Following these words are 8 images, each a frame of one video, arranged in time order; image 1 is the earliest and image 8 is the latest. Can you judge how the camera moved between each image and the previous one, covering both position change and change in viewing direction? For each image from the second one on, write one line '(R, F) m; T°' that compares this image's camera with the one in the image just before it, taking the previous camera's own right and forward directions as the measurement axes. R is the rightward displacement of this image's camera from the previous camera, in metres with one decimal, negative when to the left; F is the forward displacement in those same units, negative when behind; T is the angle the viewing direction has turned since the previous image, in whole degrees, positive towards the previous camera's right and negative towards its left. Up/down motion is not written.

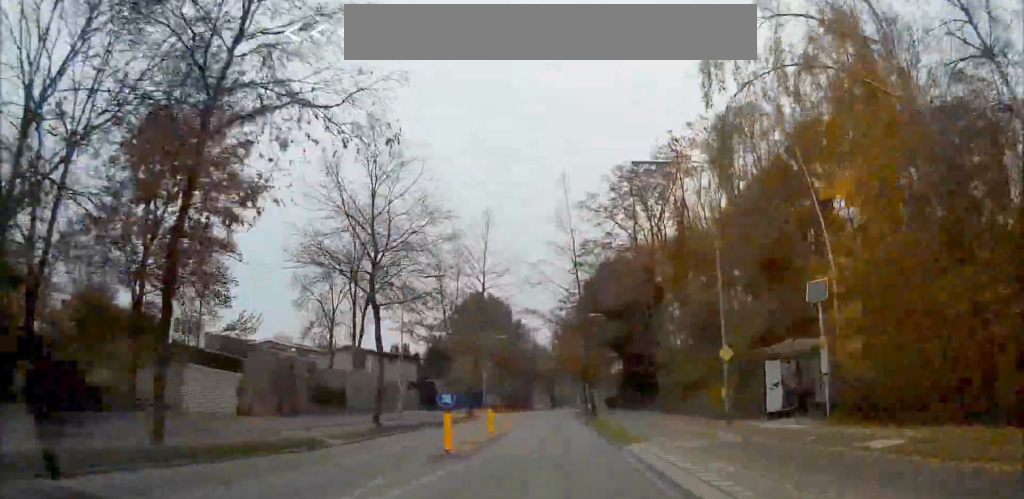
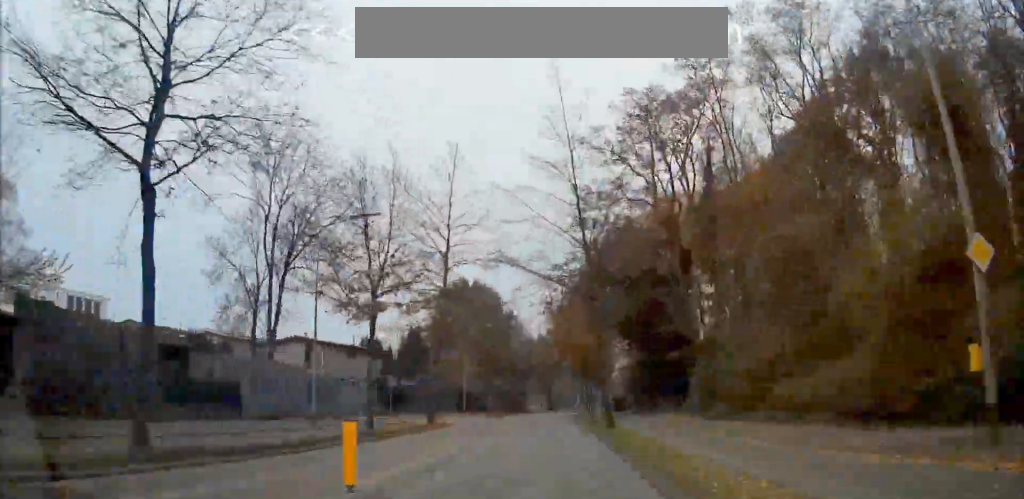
(-0.3, +15.0) m; -5°
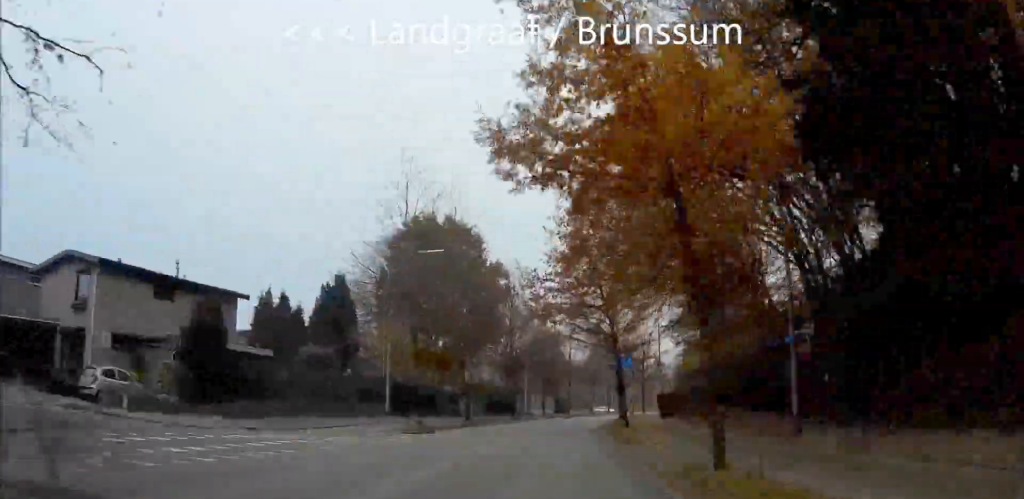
(-3.9, +32.5) m; -5°
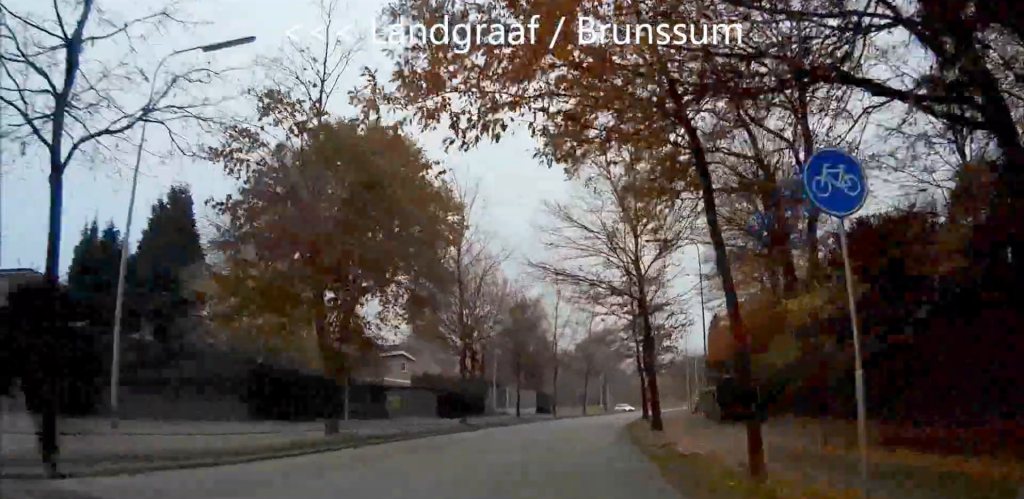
(+1.0, +22.0) m; +9°
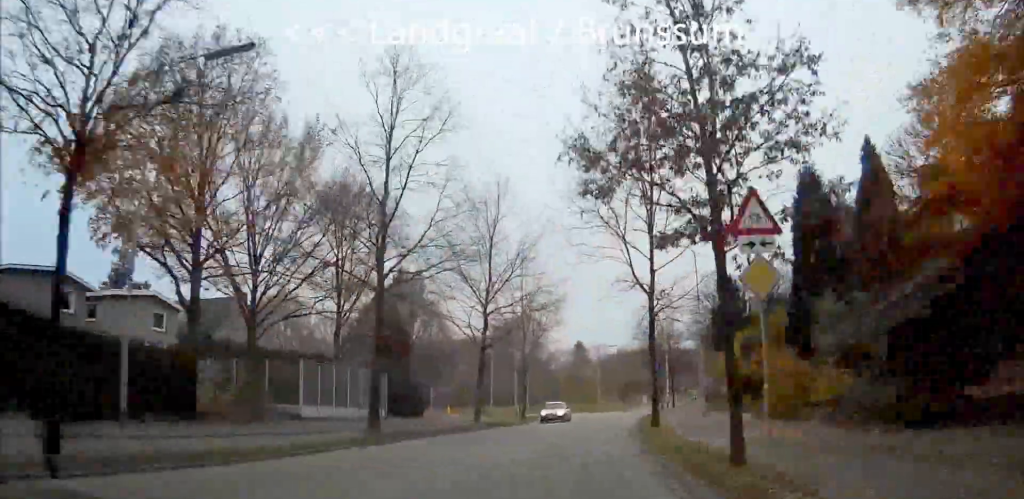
(+9.3, +46.7) m; +13°
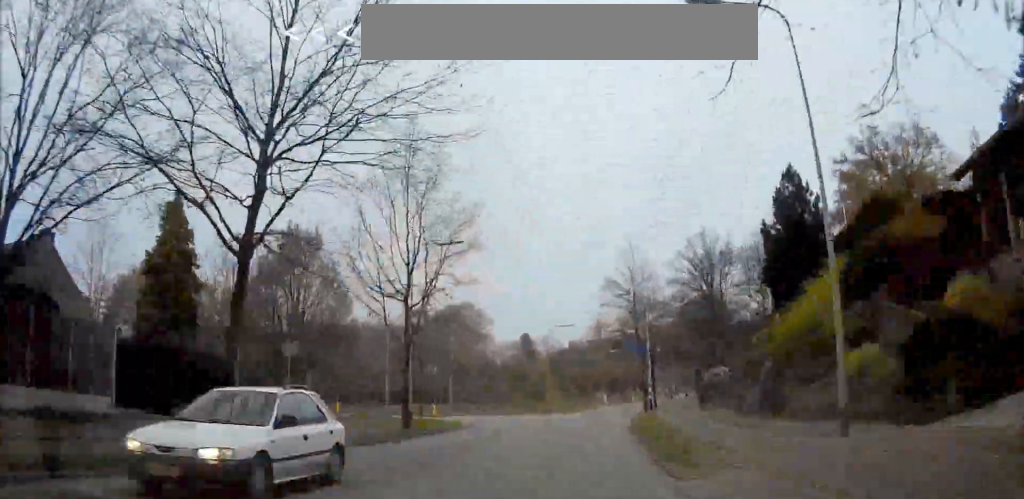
(-1.2, +28.7) m; 0°
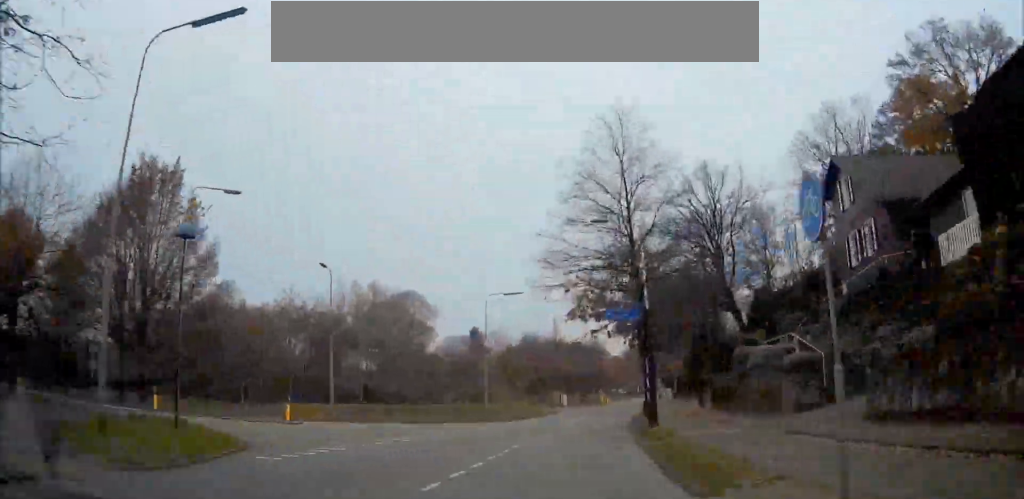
(+0.4, +25.3) m; +1°
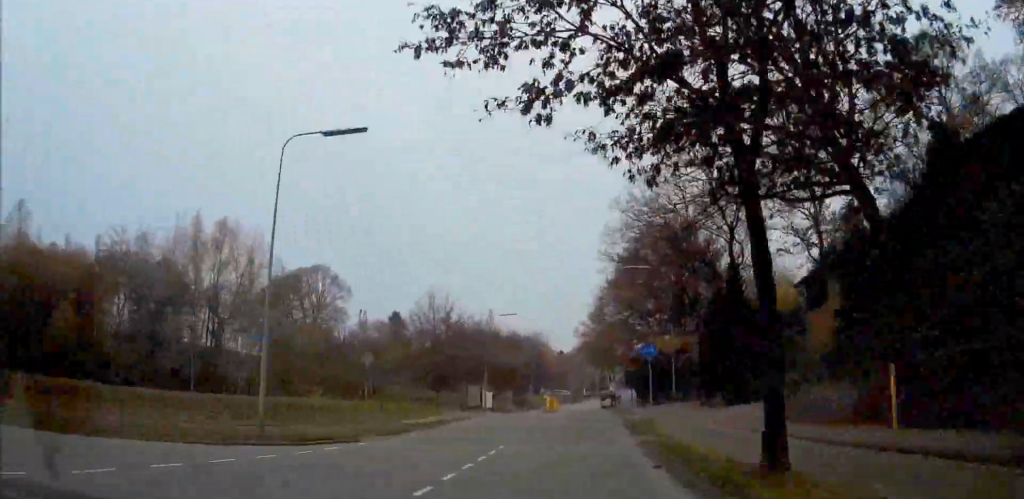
(+0.6, +33.0) m; +1°
